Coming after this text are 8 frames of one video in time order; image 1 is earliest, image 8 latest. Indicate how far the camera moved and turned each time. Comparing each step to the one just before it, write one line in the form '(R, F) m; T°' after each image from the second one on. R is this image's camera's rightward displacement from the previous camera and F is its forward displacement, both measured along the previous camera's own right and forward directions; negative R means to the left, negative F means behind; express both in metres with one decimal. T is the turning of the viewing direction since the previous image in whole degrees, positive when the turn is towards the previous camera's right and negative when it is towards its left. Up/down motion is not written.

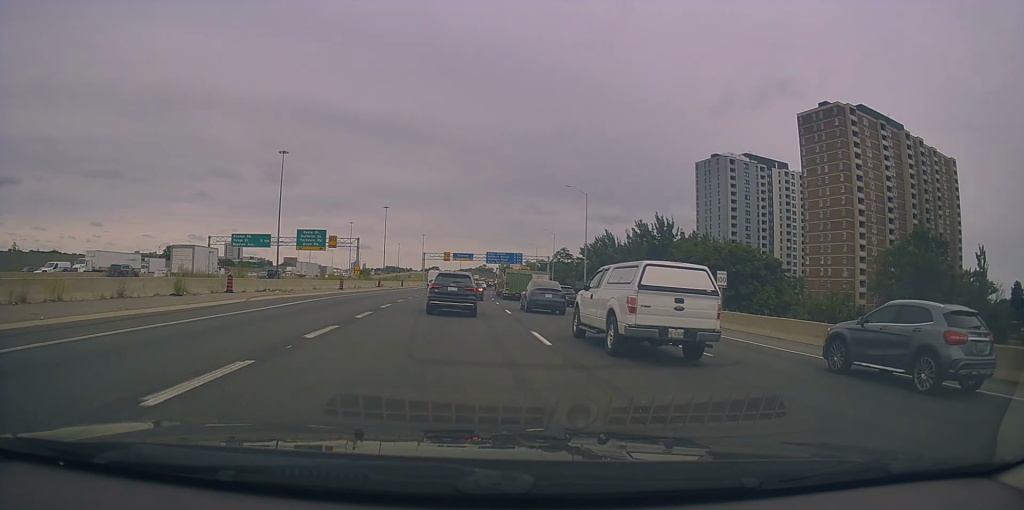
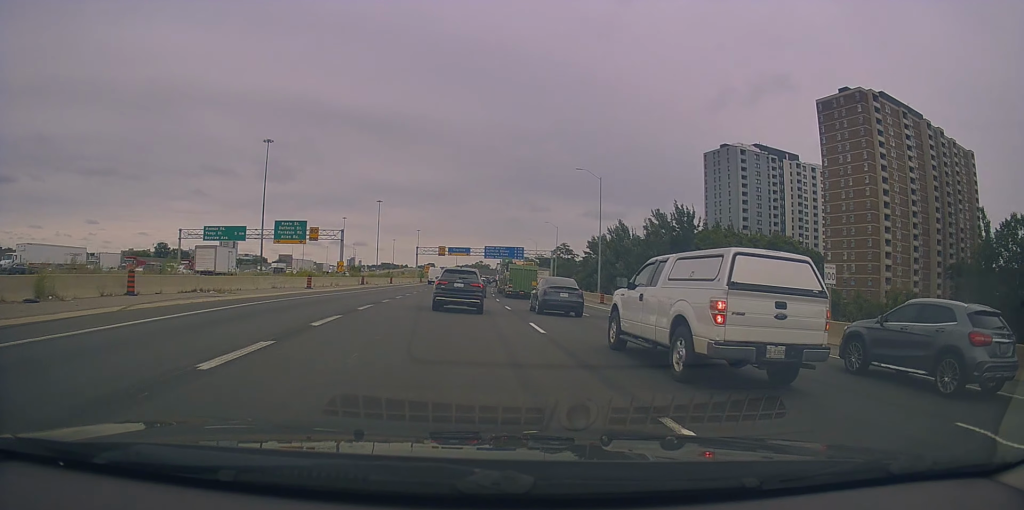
(0.0, +10.4) m; +2°
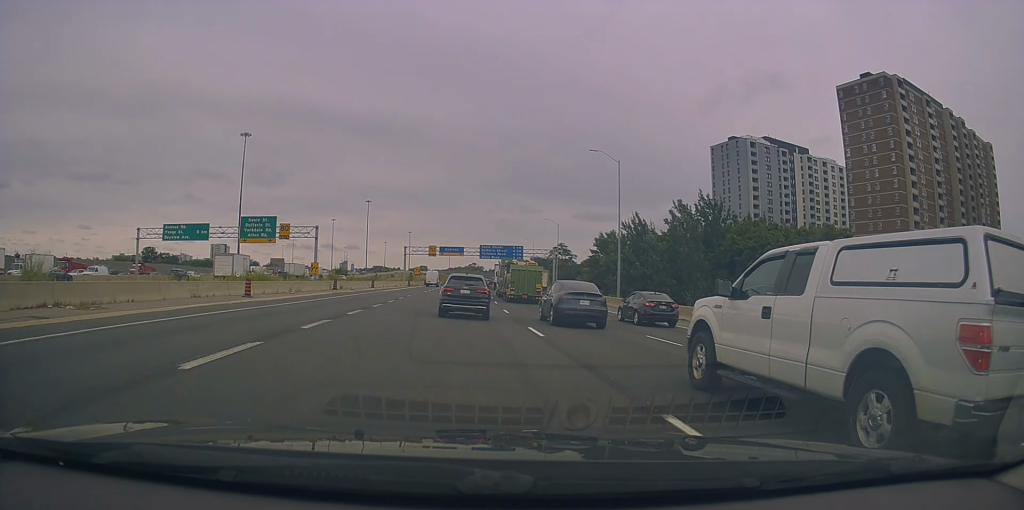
(+0.5, +12.0) m; +2°
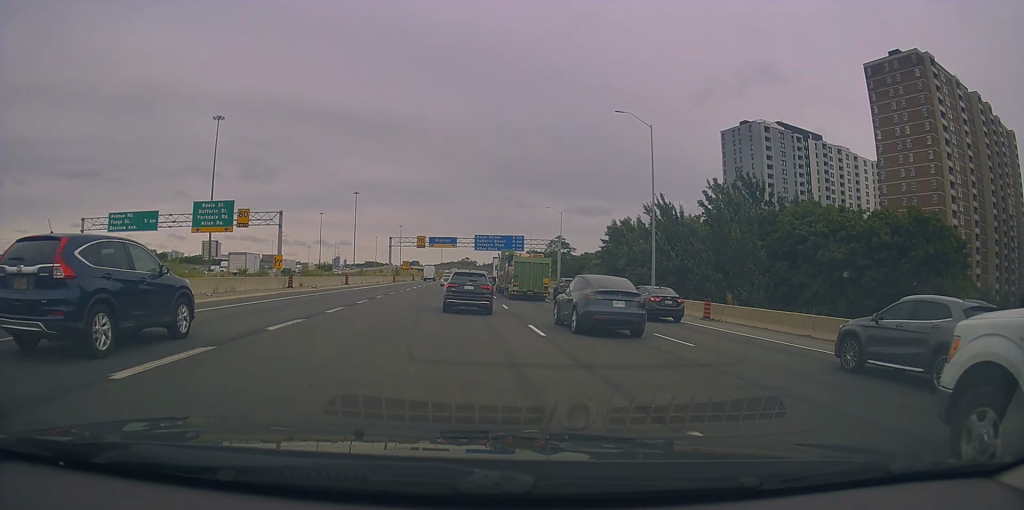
(0.0, +13.4) m; -2°
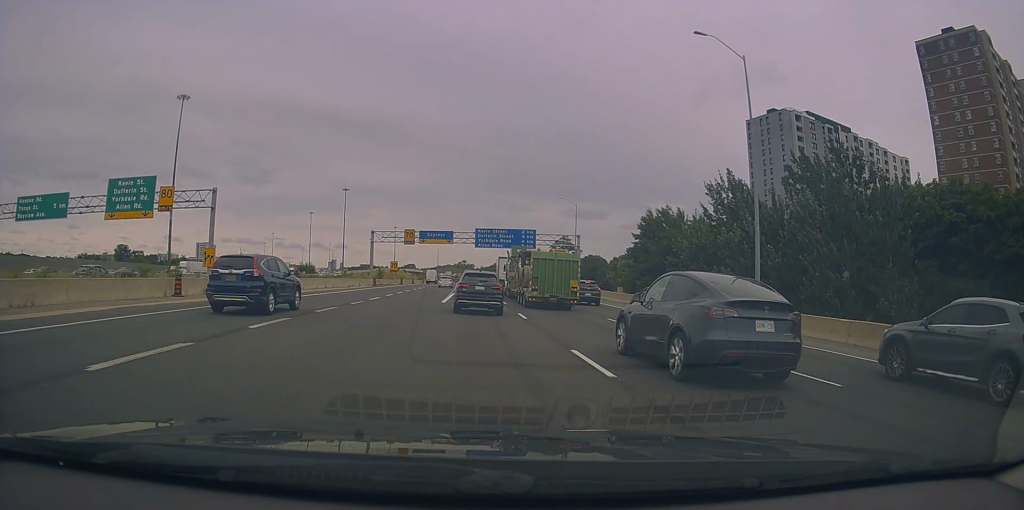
(-0.4, +18.2) m; 0°
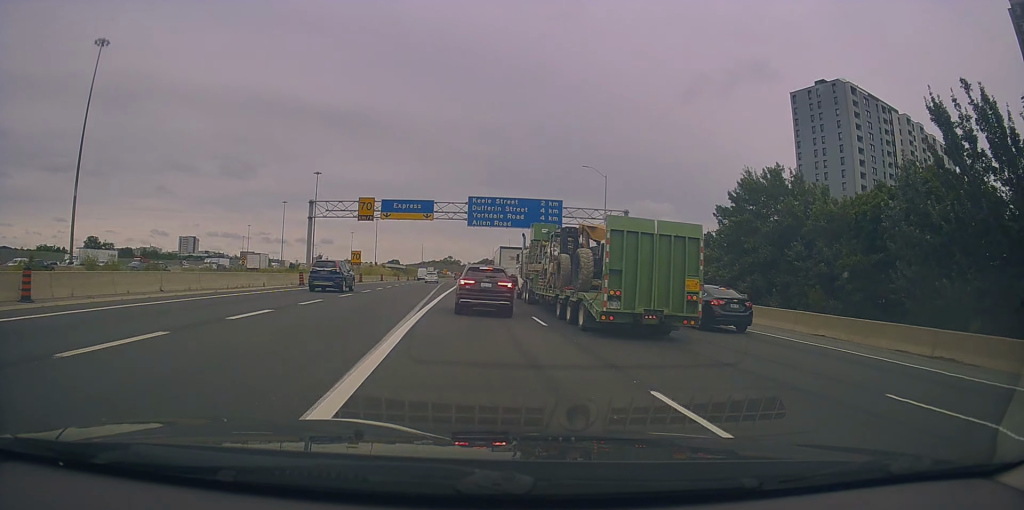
(0.0, +28.6) m; +1°
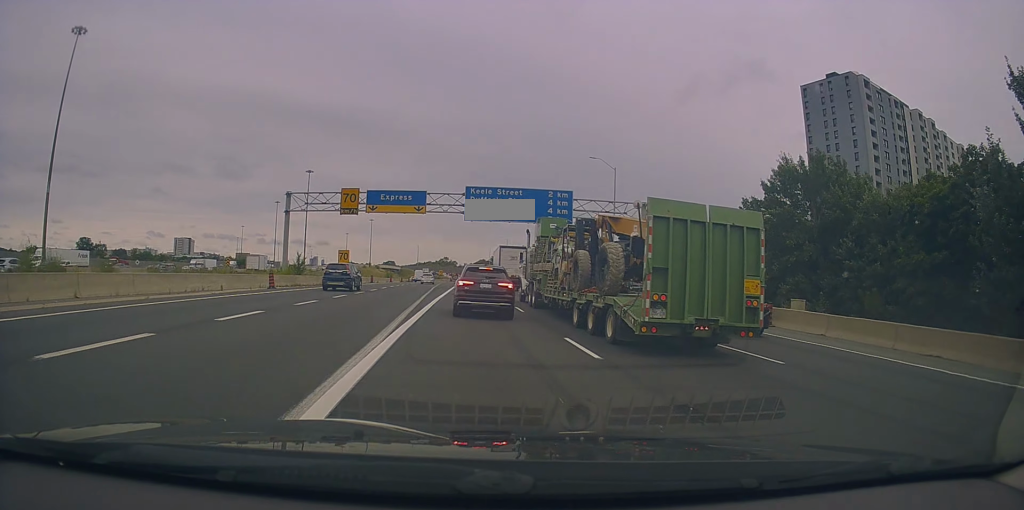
(+0.2, +6.5) m; +1°
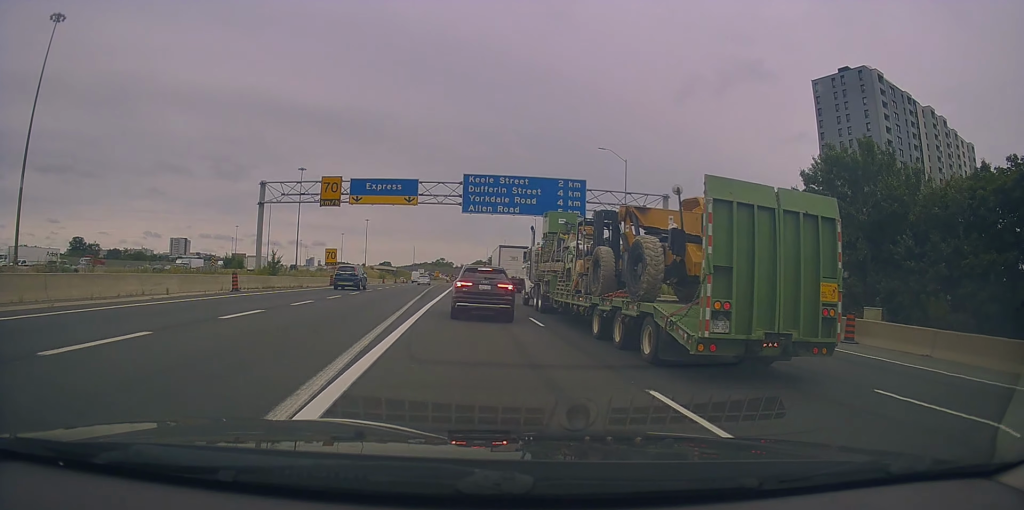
(0.0, +5.9) m; +1°
